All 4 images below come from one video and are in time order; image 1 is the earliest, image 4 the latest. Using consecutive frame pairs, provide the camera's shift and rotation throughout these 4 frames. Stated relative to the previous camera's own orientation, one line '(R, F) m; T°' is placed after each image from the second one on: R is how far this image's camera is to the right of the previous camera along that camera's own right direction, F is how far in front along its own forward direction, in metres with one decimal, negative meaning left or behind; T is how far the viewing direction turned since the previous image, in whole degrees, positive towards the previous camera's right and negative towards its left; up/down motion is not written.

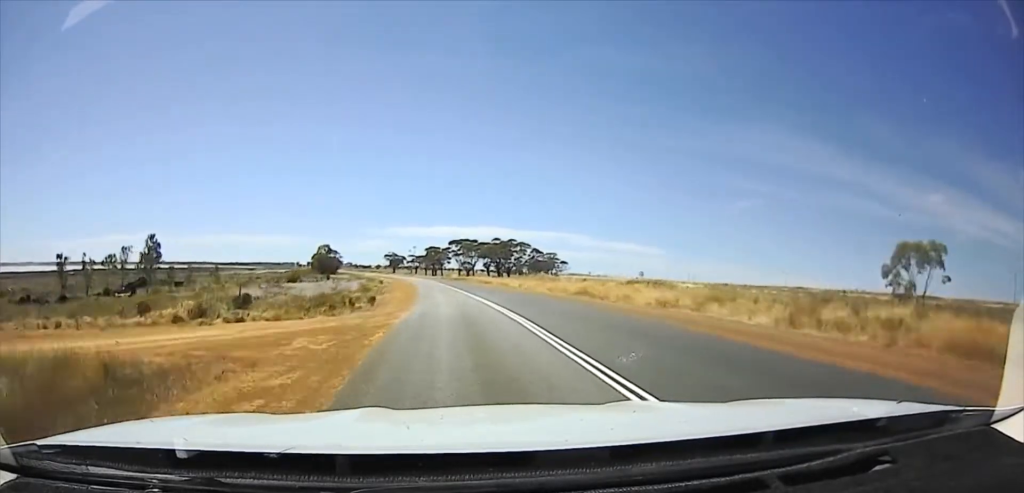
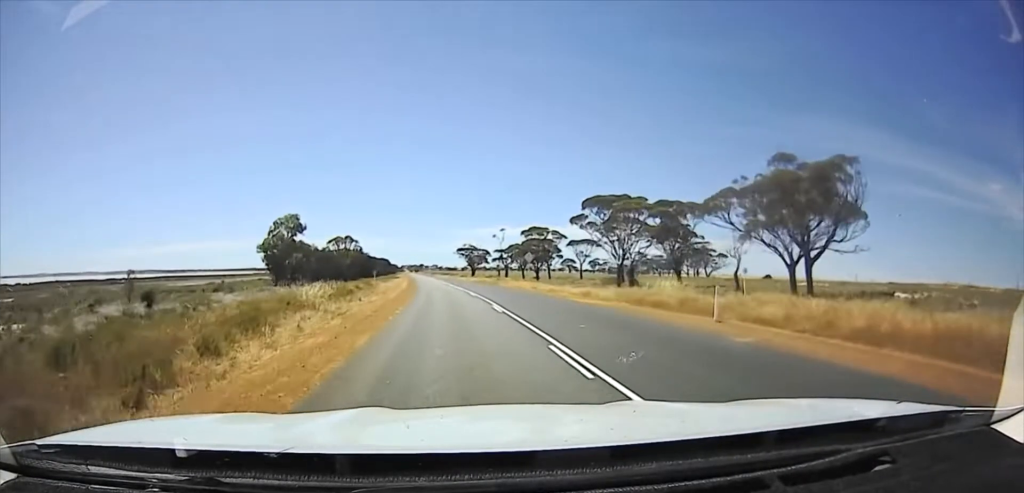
(-2.1, +97.9) m; -2°
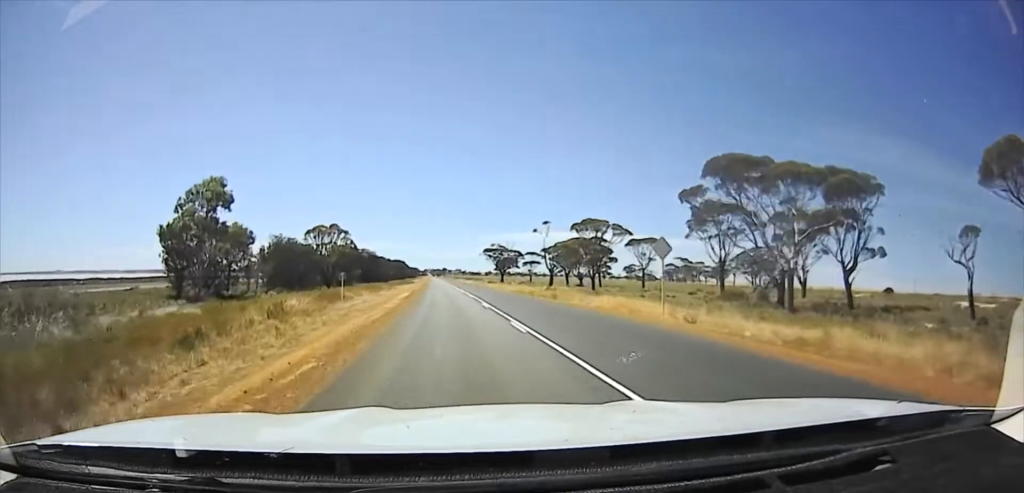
(0.0, +26.7) m; 0°
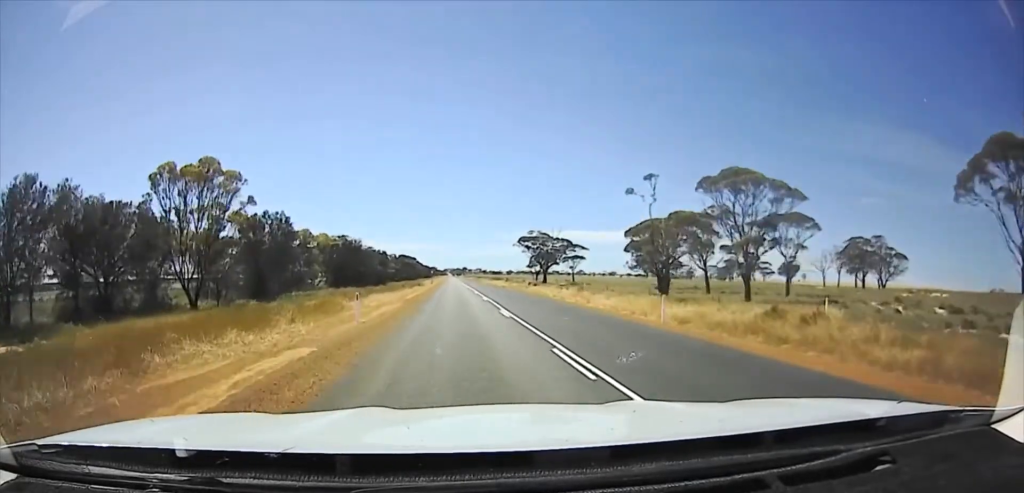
(-0.1, +32.7) m; -3°
